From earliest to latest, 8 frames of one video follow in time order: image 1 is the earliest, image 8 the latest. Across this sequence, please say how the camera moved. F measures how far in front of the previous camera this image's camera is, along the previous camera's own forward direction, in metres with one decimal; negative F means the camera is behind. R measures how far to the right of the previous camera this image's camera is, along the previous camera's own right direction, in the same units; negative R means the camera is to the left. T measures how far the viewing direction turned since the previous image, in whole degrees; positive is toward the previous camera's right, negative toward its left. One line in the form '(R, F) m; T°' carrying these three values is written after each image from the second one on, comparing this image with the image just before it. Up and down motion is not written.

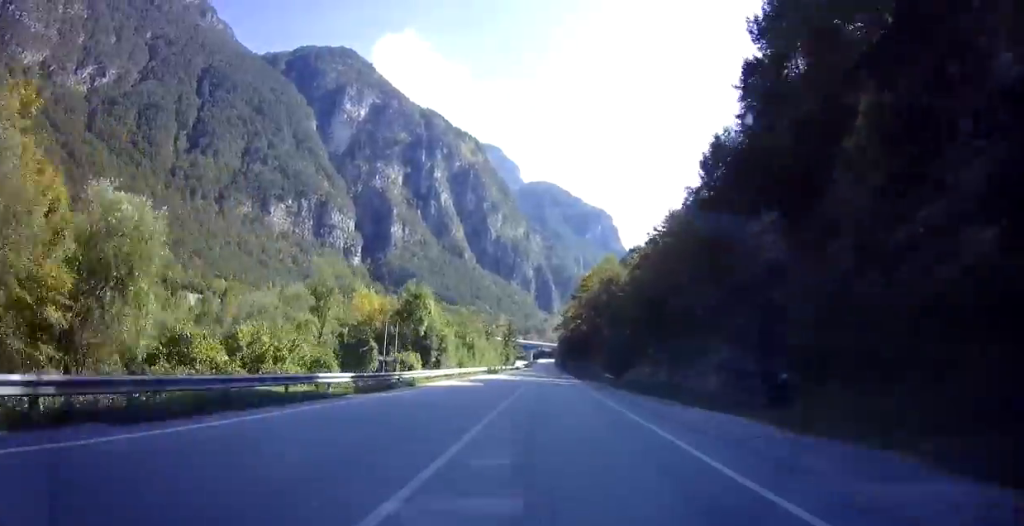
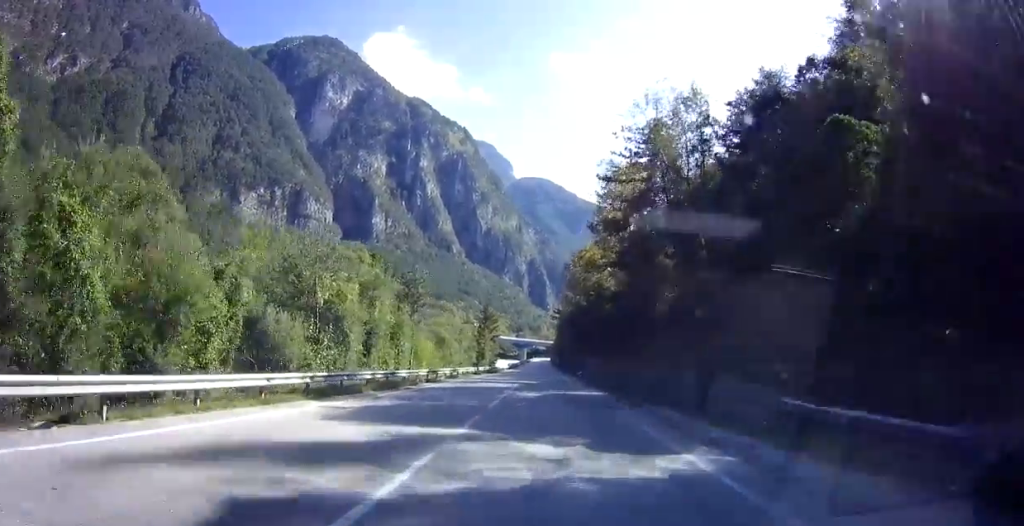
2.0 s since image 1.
(+0.3, +45.8) m; +1°
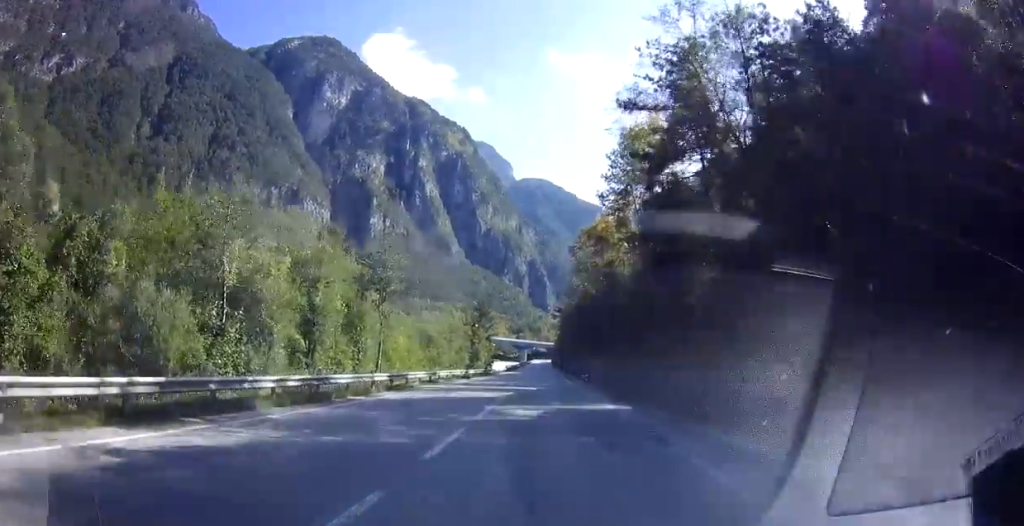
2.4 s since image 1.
(+0.1, +9.1) m; 0°
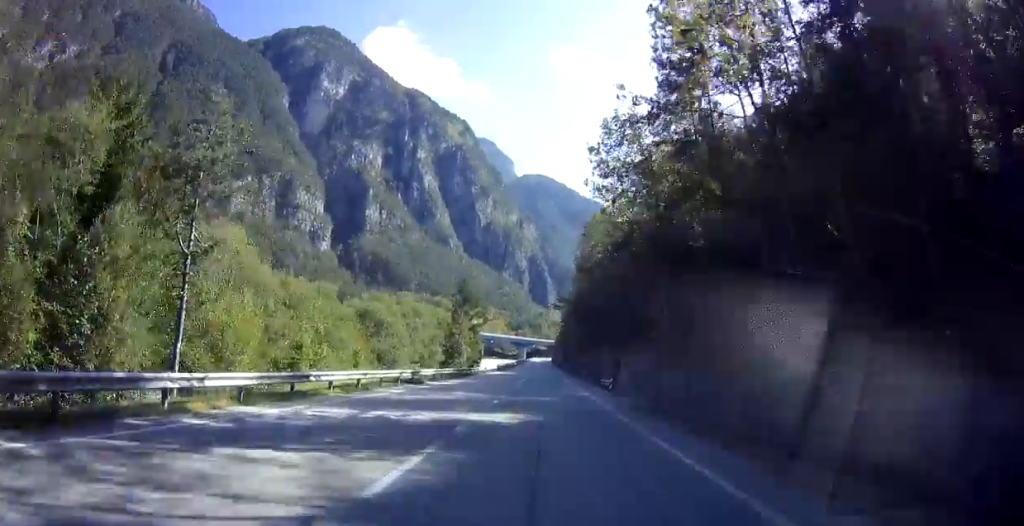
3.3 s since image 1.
(-0.1, +19.6) m; 0°
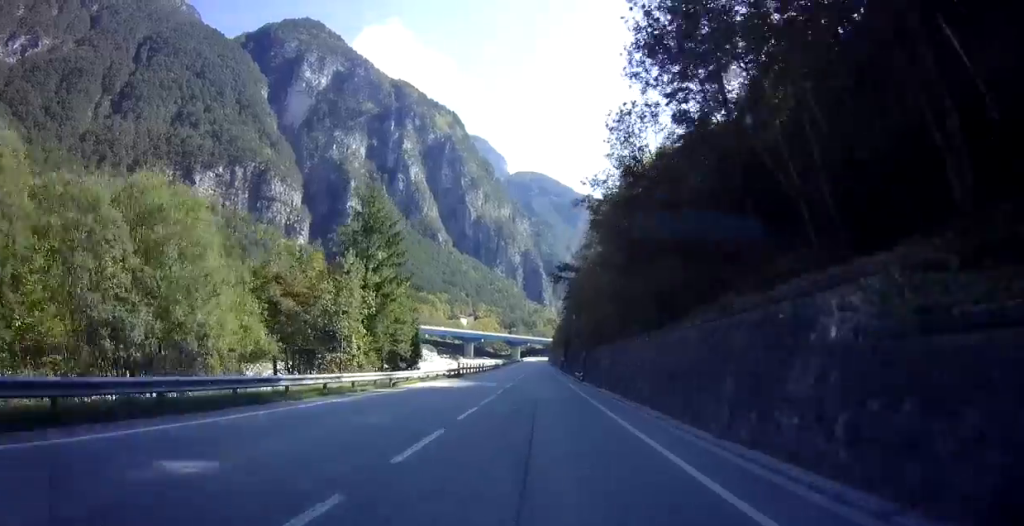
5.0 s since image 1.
(+0.1, +38.4) m; 0°
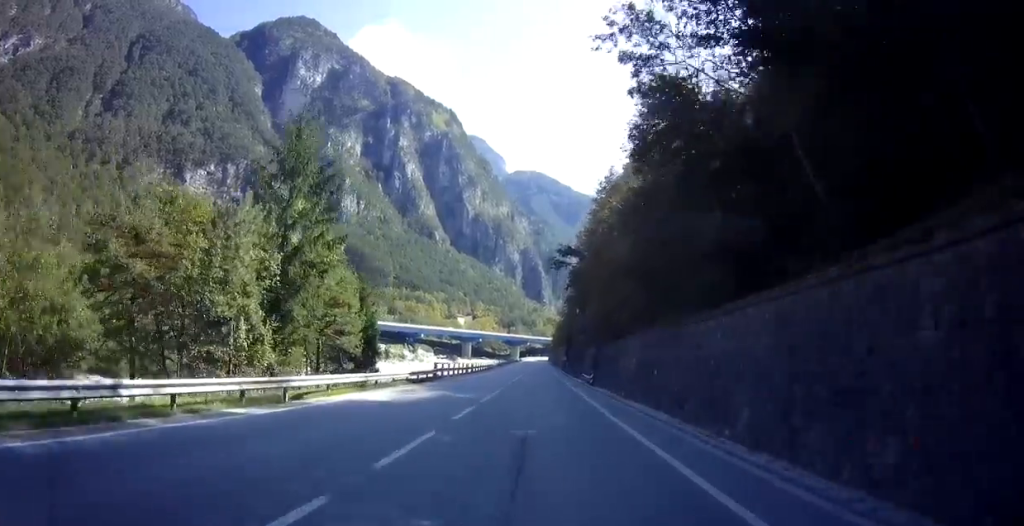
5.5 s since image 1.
(+0.1, +11.3) m; 0°
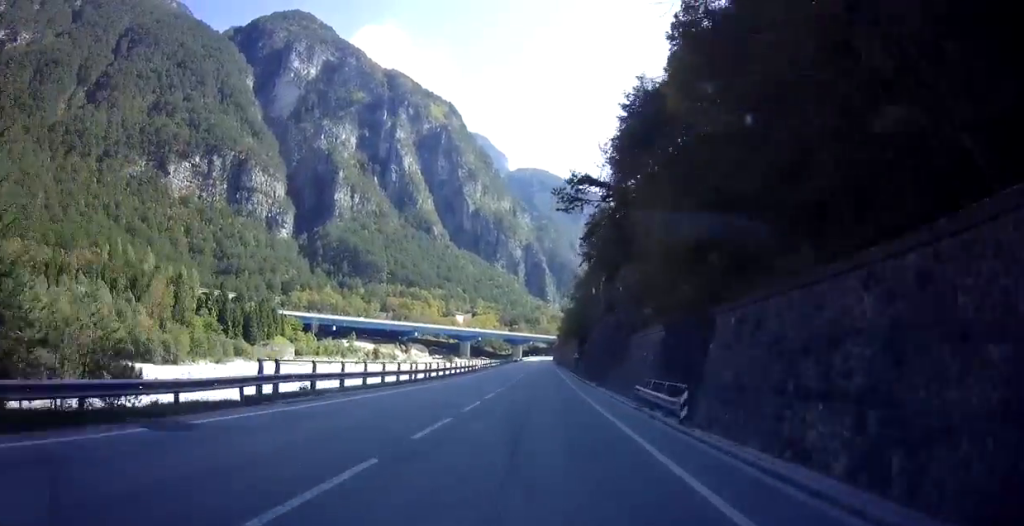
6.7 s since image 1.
(-0.3, +27.0) m; -1°
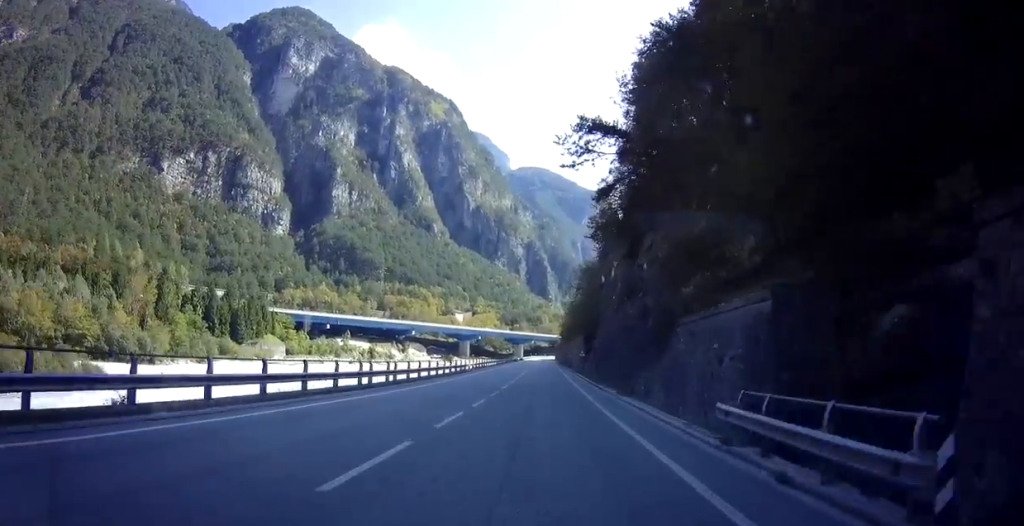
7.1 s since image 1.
(0.0, +9.7) m; 0°
